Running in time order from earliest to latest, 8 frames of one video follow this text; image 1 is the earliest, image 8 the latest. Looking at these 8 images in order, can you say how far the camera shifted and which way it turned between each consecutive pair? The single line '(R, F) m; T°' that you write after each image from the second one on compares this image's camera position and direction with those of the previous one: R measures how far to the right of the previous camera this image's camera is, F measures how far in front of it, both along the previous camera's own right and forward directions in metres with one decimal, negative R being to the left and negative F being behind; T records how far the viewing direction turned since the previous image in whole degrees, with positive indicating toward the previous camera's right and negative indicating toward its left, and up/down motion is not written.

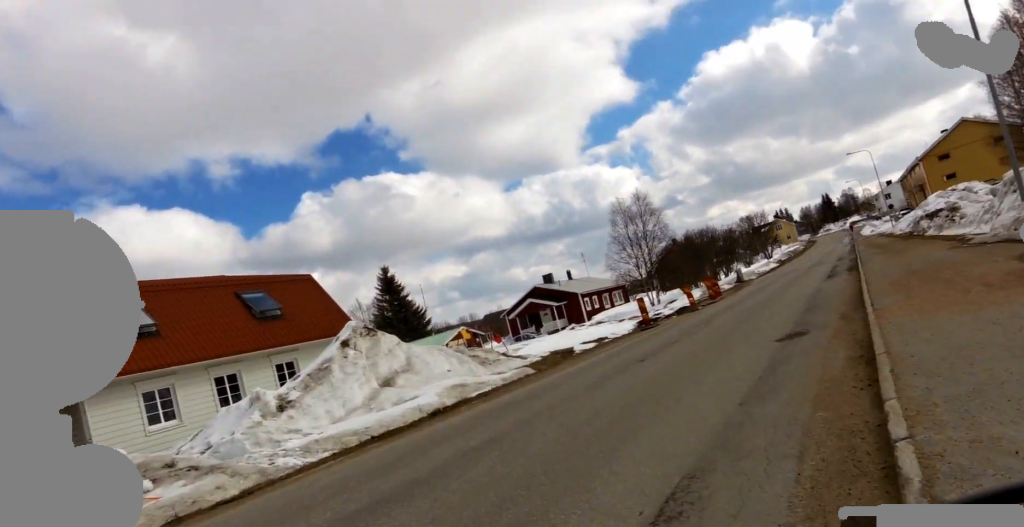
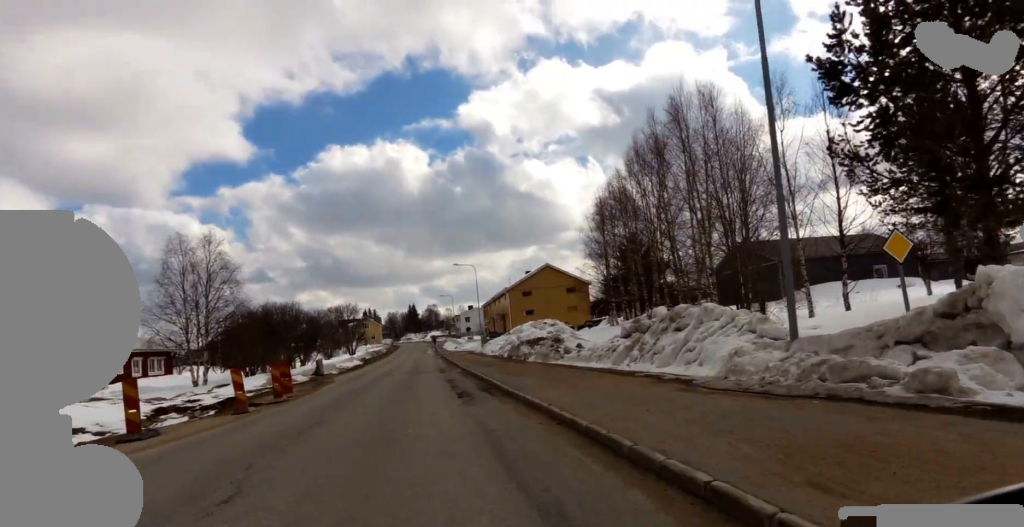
(+1.0, +8.5) m; +10°
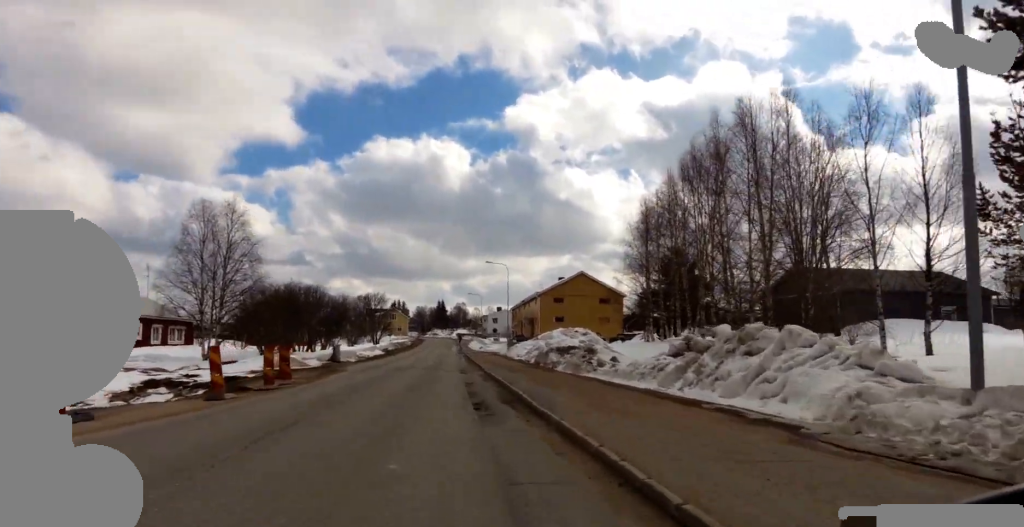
(+0.1, +2.8) m; +4°
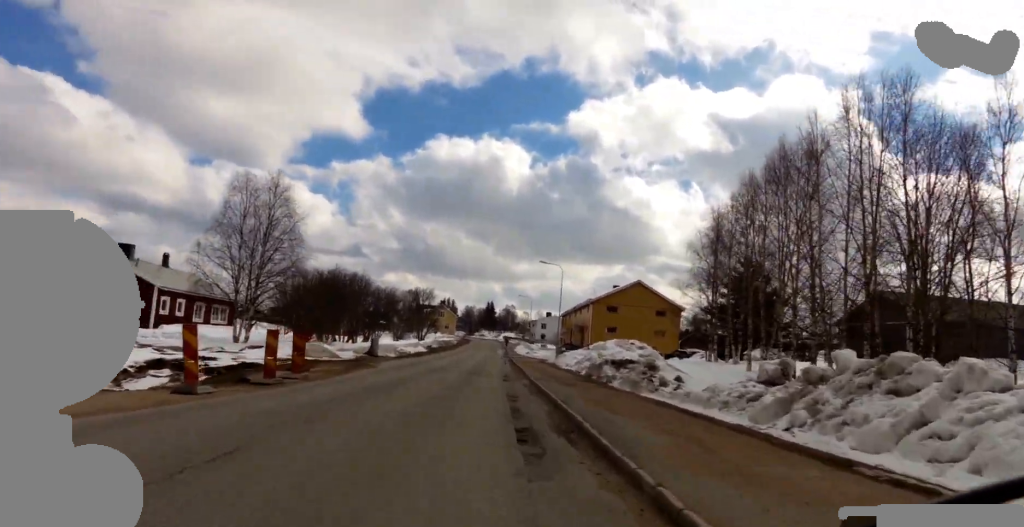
(+0.1, +3.2) m; +4°
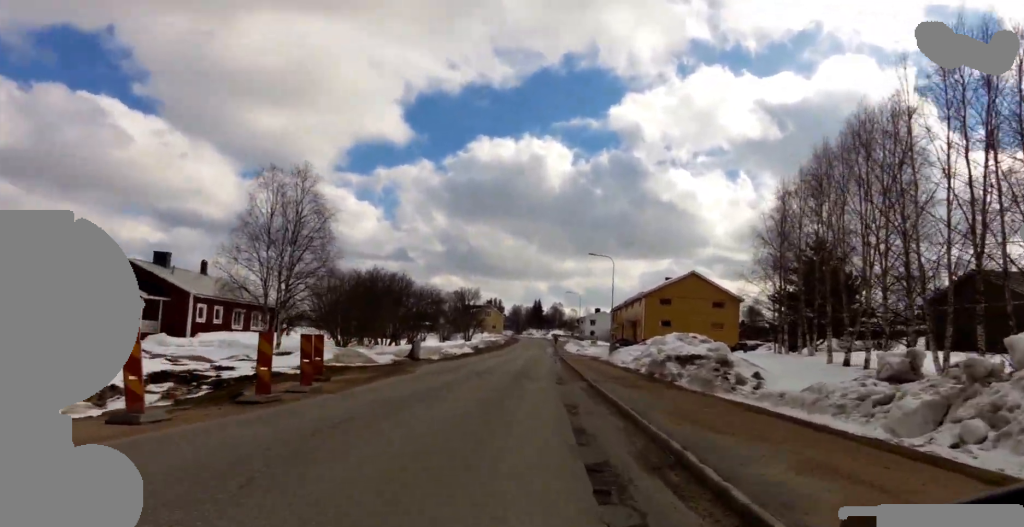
(+0.2, +3.1) m; +1°
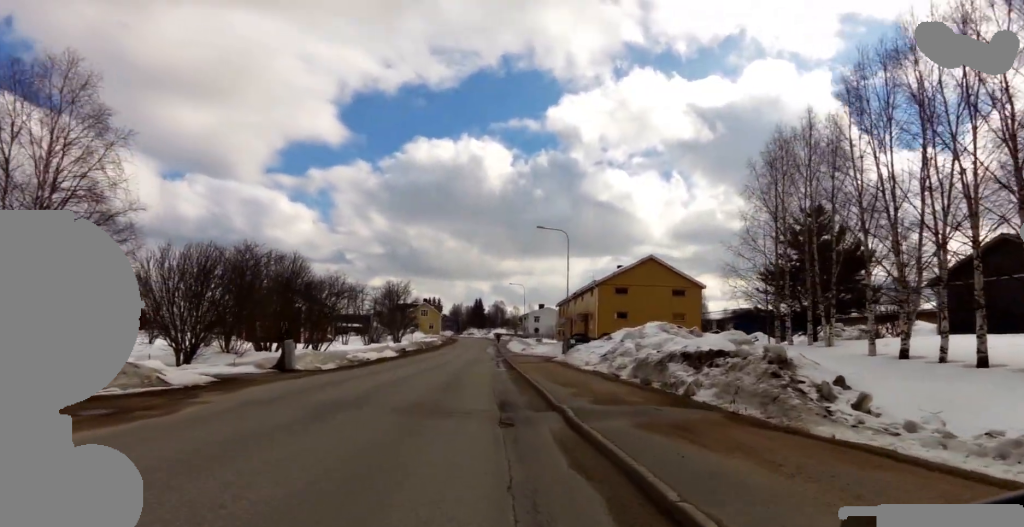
(-0.1, +11.7) m; +1°
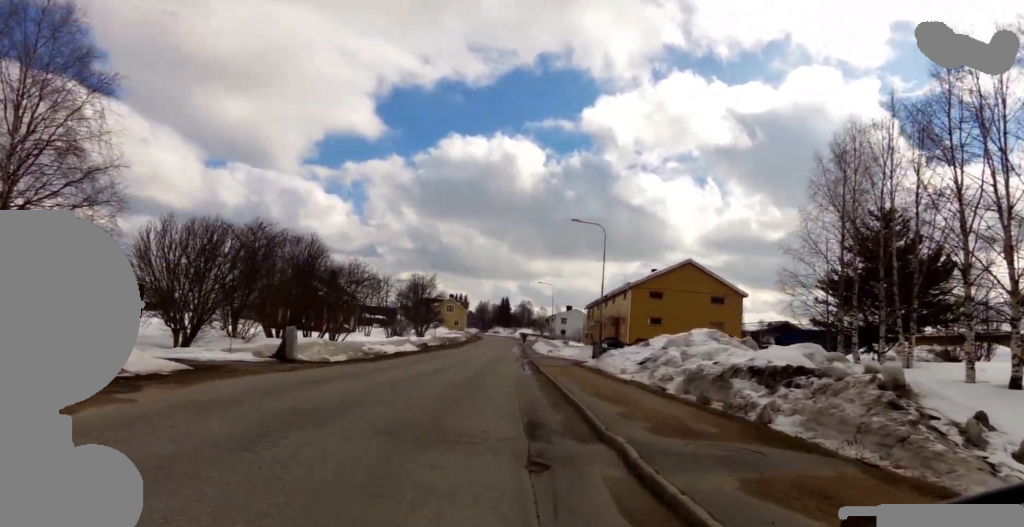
(+0.2, +3.3) m; 0°
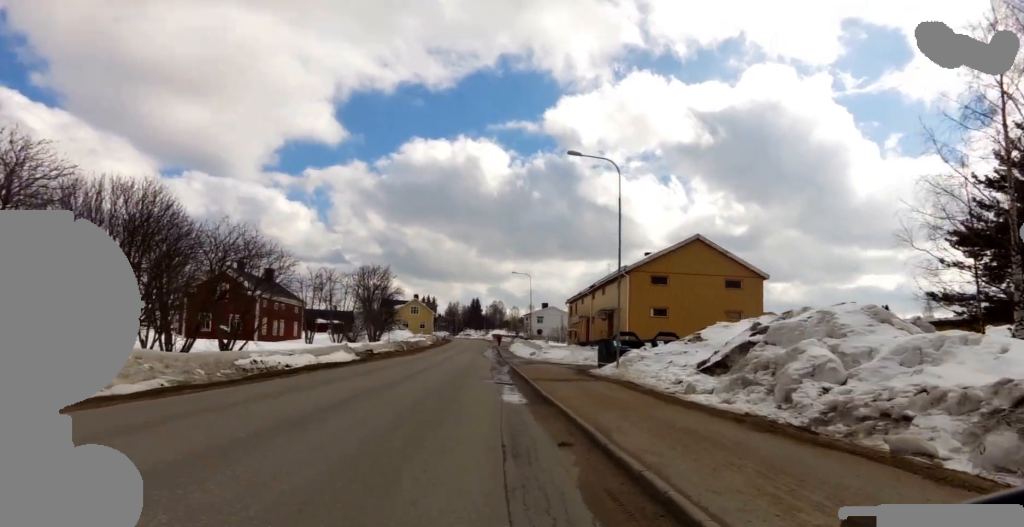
(-0.3, +13.5) m; -4°
